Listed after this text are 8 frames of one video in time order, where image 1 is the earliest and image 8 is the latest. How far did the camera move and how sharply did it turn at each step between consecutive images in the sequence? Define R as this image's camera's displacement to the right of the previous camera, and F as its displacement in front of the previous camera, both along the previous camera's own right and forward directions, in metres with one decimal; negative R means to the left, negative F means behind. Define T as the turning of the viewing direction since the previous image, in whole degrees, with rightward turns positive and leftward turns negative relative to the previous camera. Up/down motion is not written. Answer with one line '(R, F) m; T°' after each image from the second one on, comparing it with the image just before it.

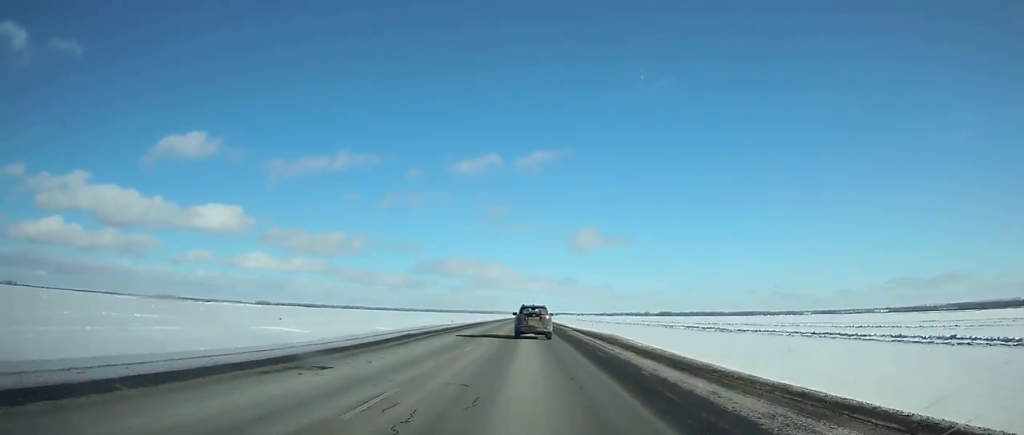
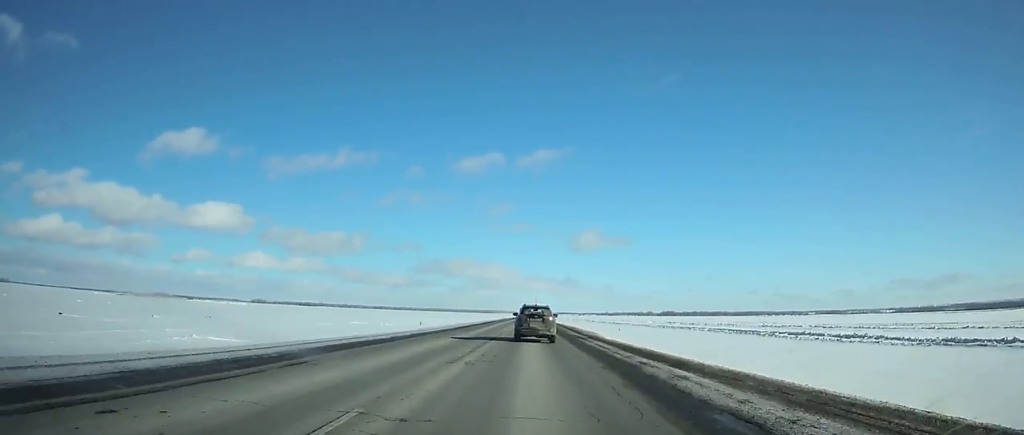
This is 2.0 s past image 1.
(-0.1, +51.4) m; 0°
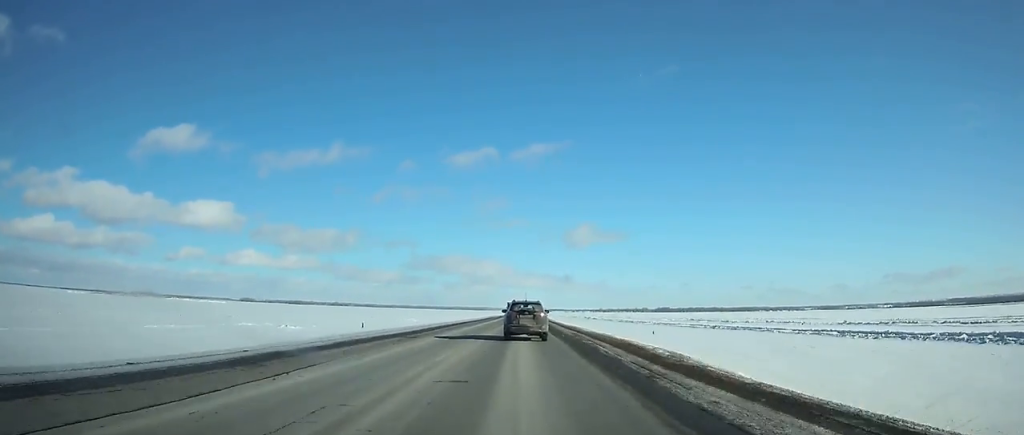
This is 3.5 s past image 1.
(+0.2, +38.2) m; 0°
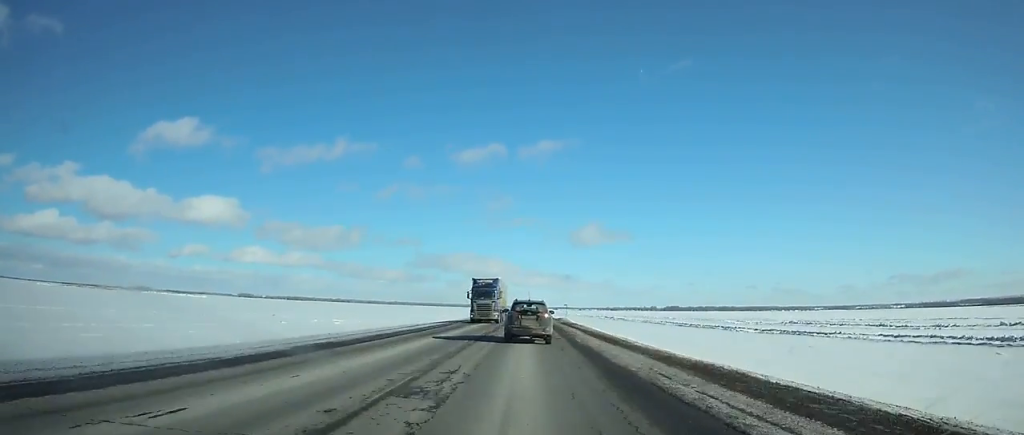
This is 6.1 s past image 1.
(0.0, +65.9) m; 0°
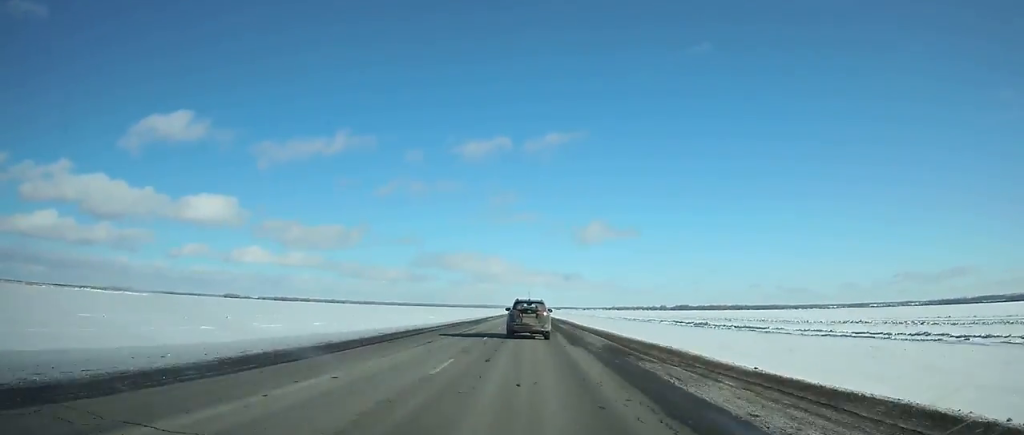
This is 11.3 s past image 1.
(-0.7, +129.9) m; 0°
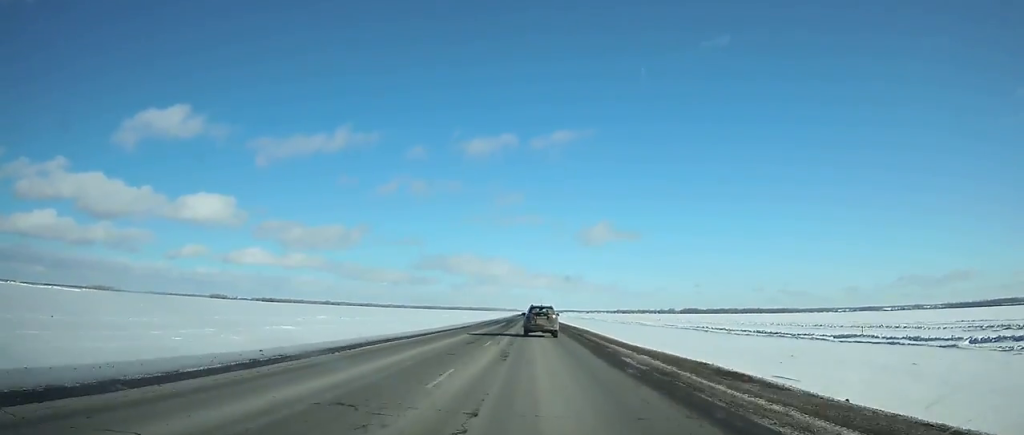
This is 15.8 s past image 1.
(+0.2, +112.3) m; 0°
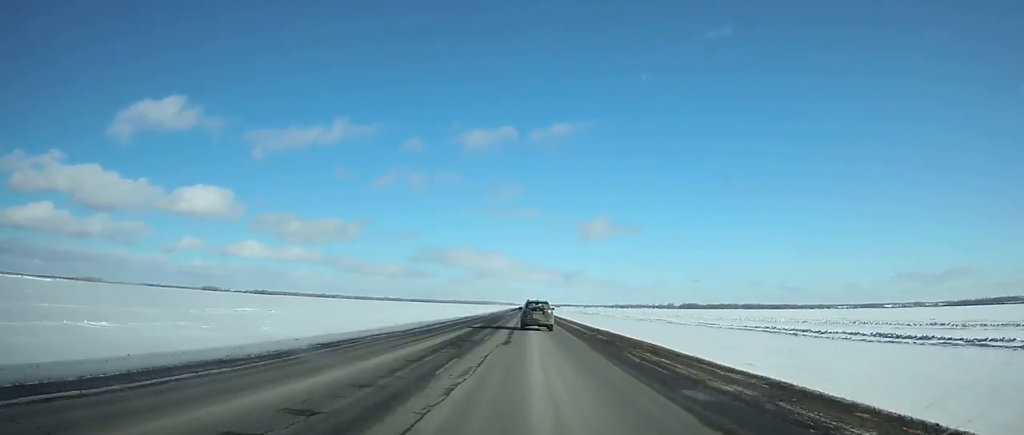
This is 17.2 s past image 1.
(0.0, +35.4) m; 0°
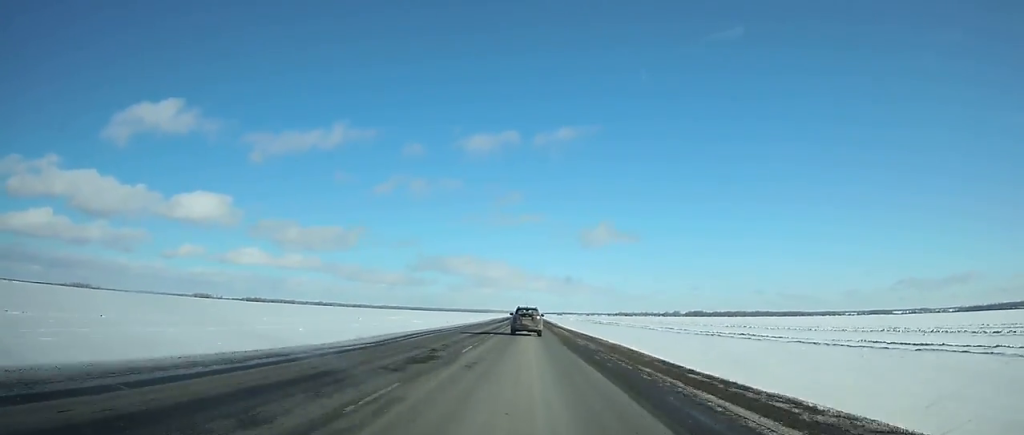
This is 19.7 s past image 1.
(+0.2, +64.0) m; 0°
